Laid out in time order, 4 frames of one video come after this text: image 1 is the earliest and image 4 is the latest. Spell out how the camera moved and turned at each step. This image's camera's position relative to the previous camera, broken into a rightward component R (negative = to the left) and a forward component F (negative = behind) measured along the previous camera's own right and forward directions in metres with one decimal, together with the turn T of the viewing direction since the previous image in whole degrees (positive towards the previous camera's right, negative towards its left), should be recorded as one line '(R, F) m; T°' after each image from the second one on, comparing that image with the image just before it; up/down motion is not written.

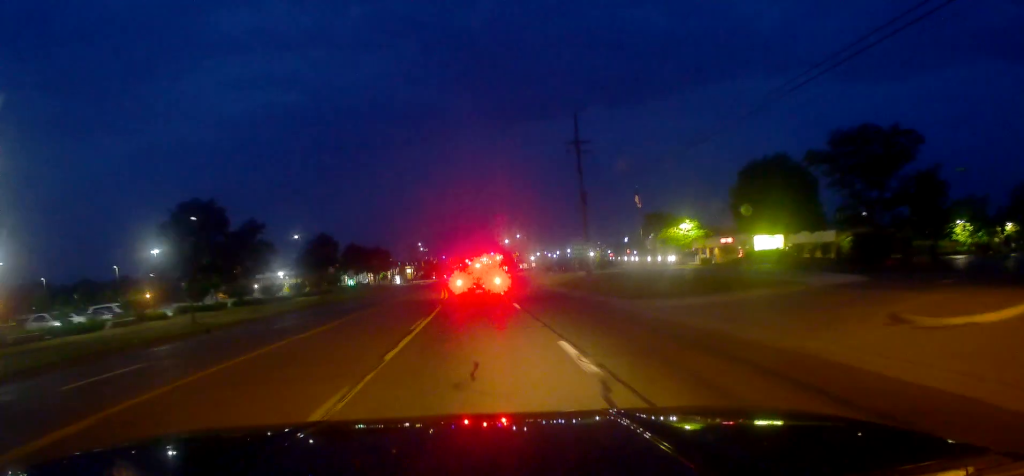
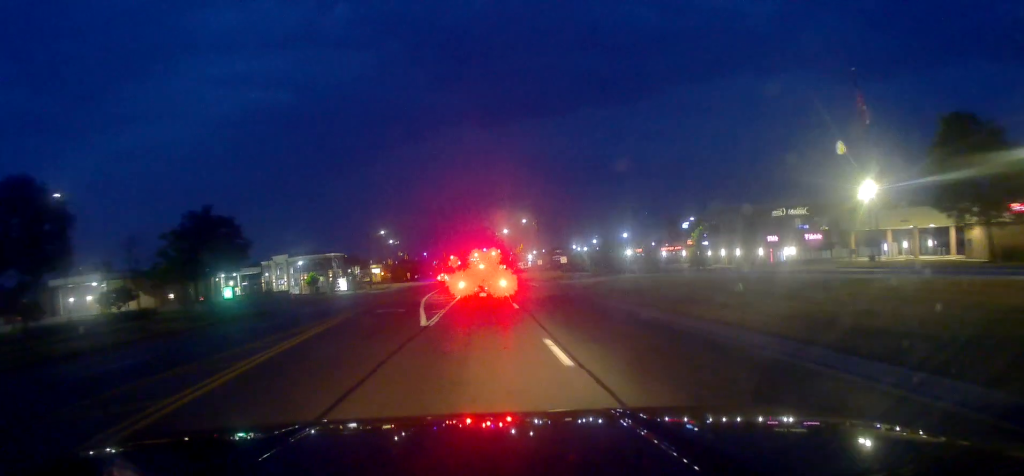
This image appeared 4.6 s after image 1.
(-0.1, +66.1) m; +1°
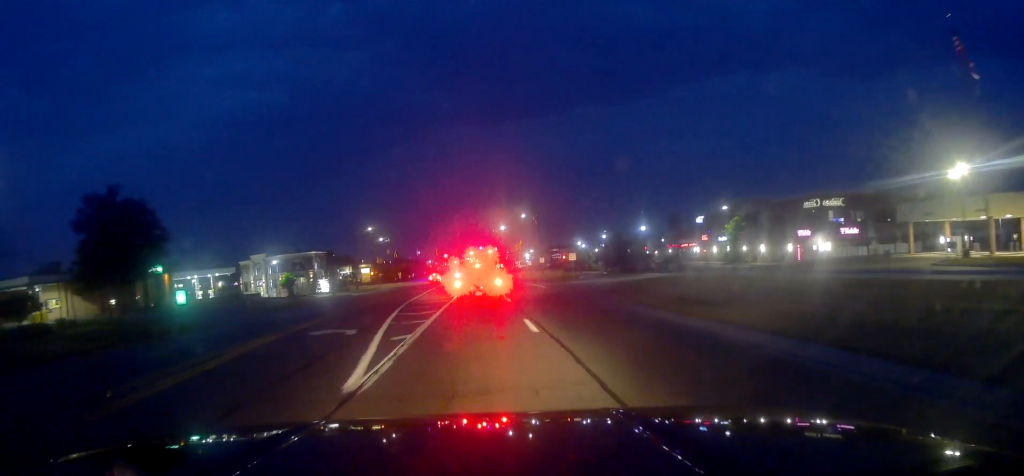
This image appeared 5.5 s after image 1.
(0.0, +11.4) m; -1°
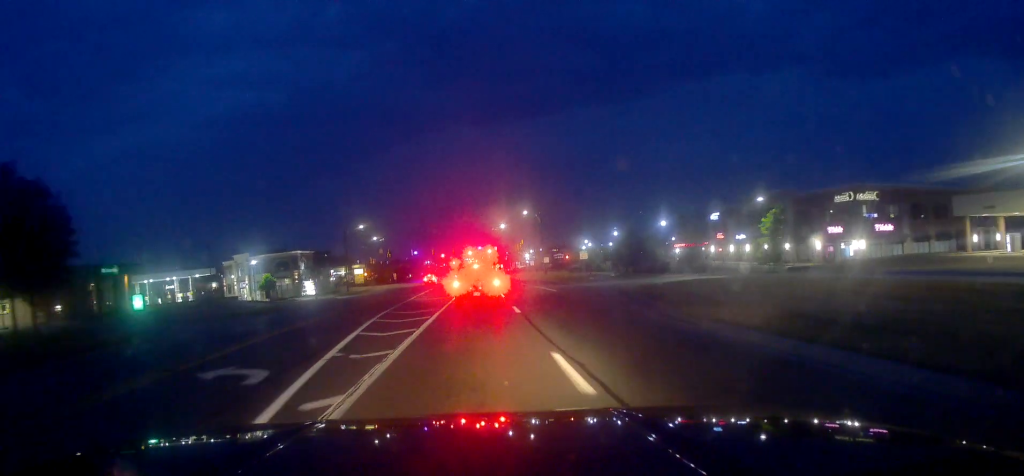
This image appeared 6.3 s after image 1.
(0.0, +8.6) m; -1°
